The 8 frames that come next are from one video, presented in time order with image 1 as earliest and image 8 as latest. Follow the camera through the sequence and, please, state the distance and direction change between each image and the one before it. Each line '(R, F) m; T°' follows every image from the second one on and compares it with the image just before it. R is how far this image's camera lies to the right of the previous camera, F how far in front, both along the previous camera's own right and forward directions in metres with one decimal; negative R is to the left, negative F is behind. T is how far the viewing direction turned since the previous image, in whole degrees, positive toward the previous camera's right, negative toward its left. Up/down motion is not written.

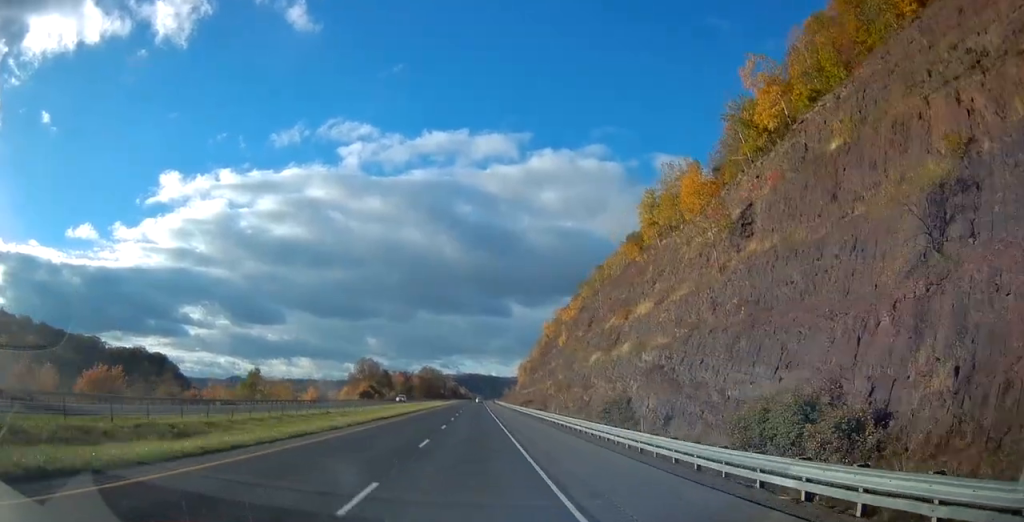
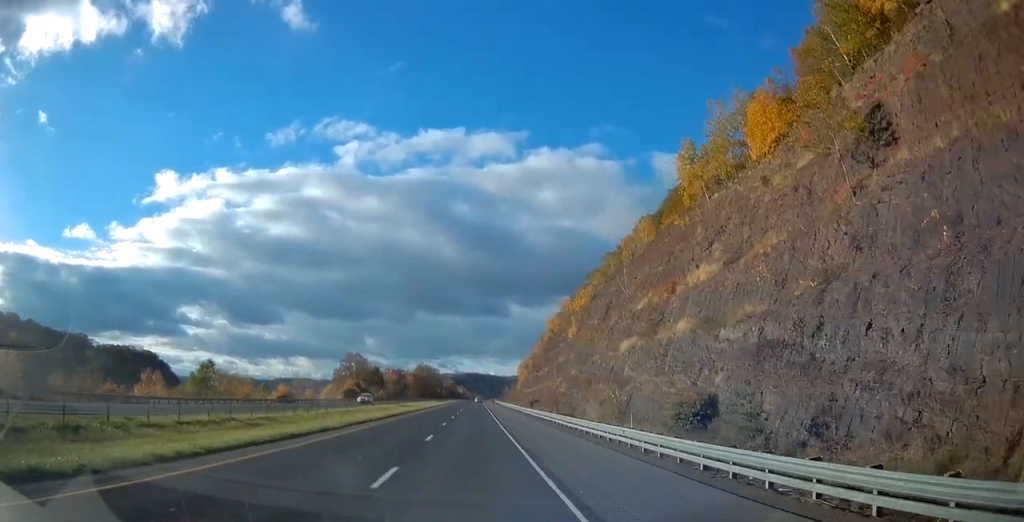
(0.0, +21.5) m; 0°
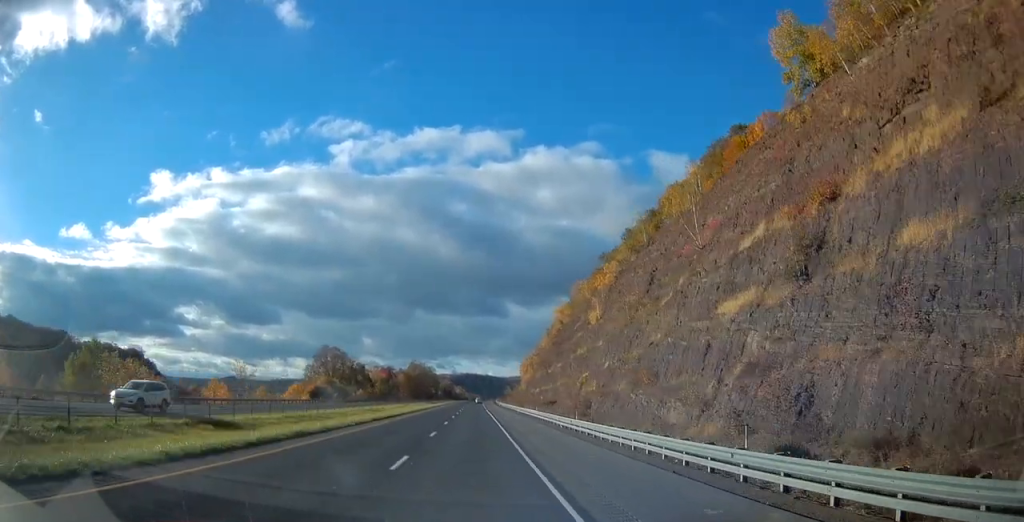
(0.0, +33.3) m; 0°
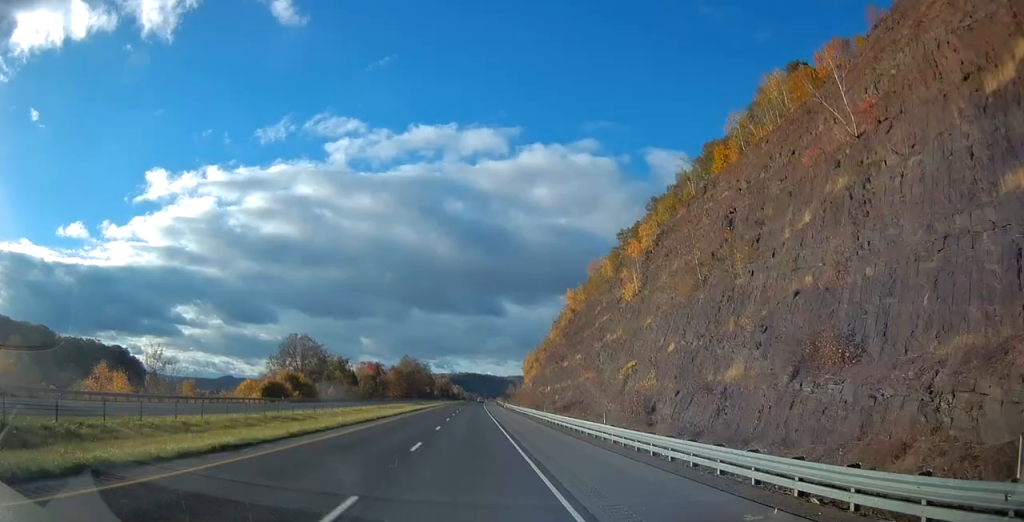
(+0.2, +31.3) m; 0°
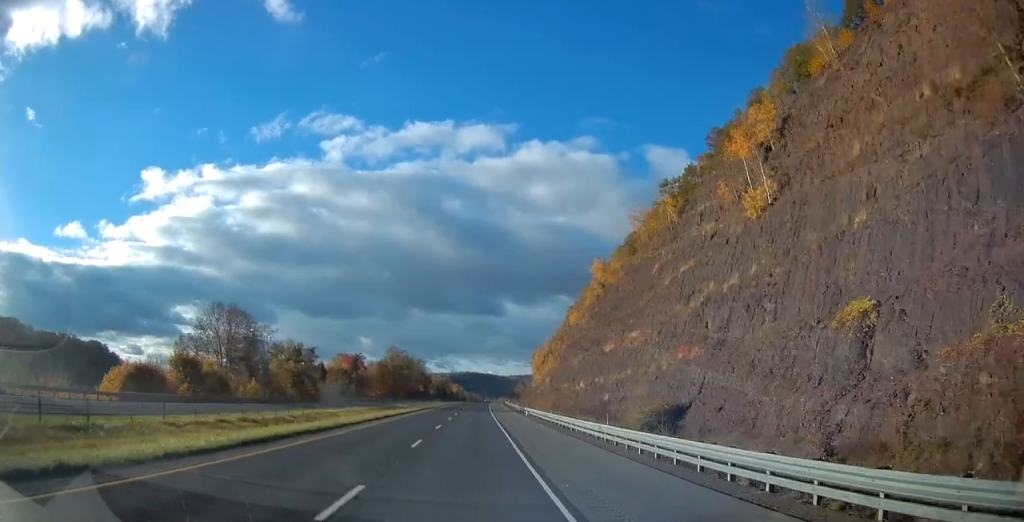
(-0.3, +46.8) m; 0°
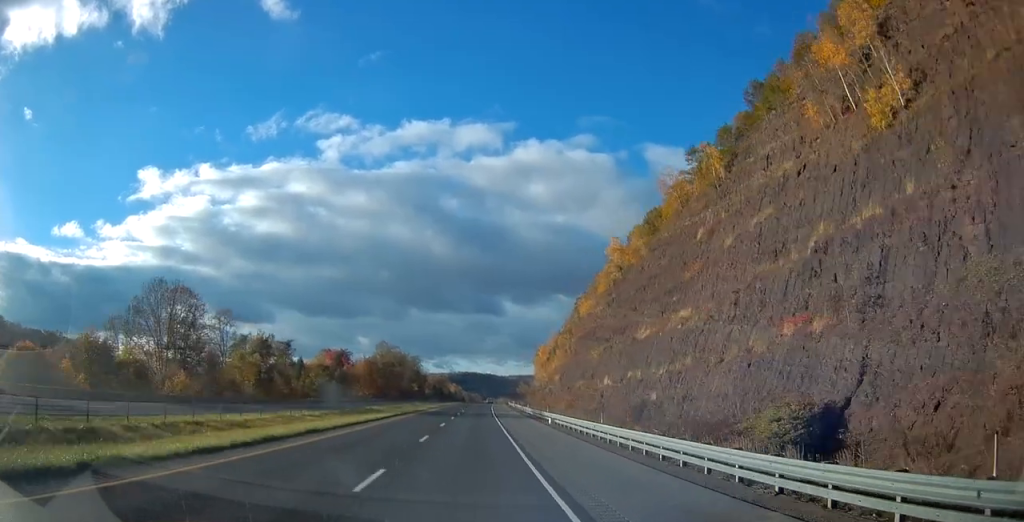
(-0.1, +21.5) m; 0°
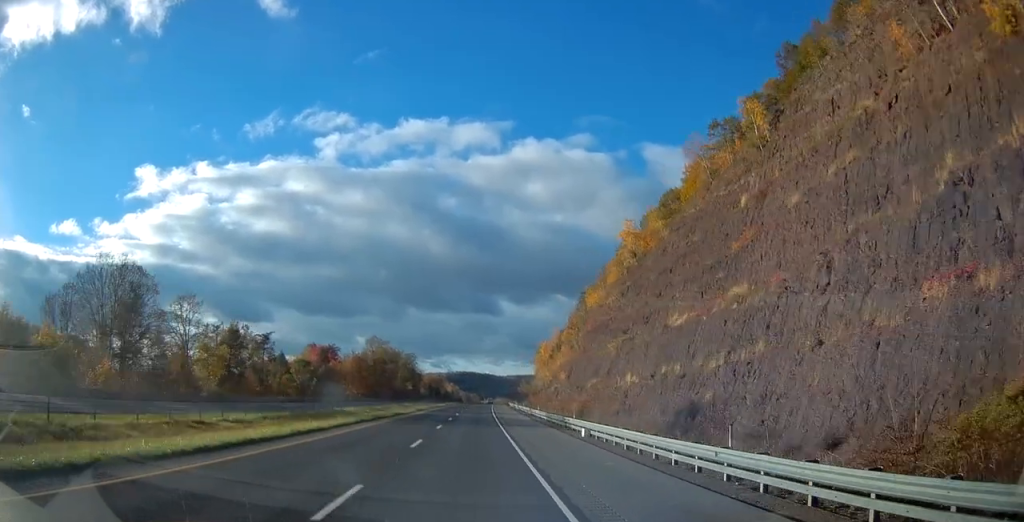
(+0.1, +14.7) m; 0°
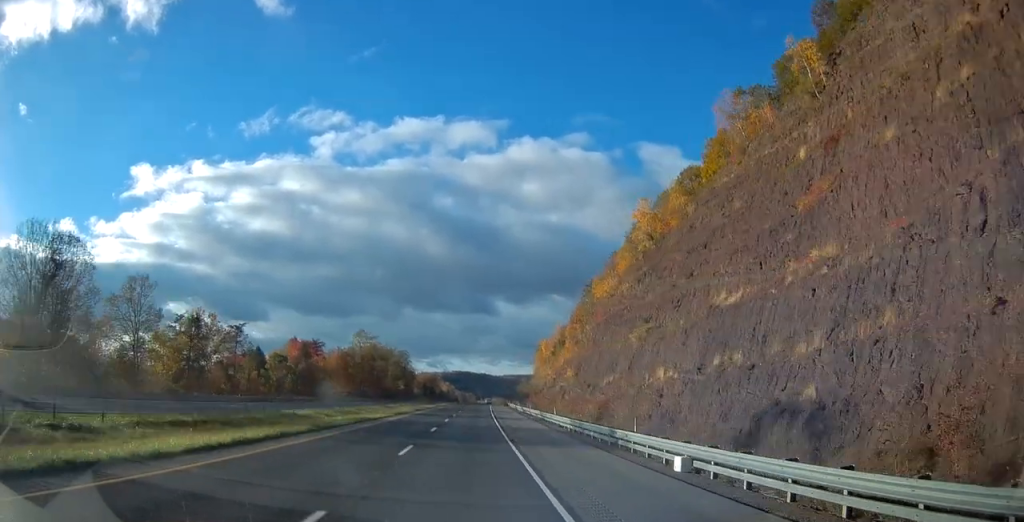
(+0.1, +14.7) m; 0°
